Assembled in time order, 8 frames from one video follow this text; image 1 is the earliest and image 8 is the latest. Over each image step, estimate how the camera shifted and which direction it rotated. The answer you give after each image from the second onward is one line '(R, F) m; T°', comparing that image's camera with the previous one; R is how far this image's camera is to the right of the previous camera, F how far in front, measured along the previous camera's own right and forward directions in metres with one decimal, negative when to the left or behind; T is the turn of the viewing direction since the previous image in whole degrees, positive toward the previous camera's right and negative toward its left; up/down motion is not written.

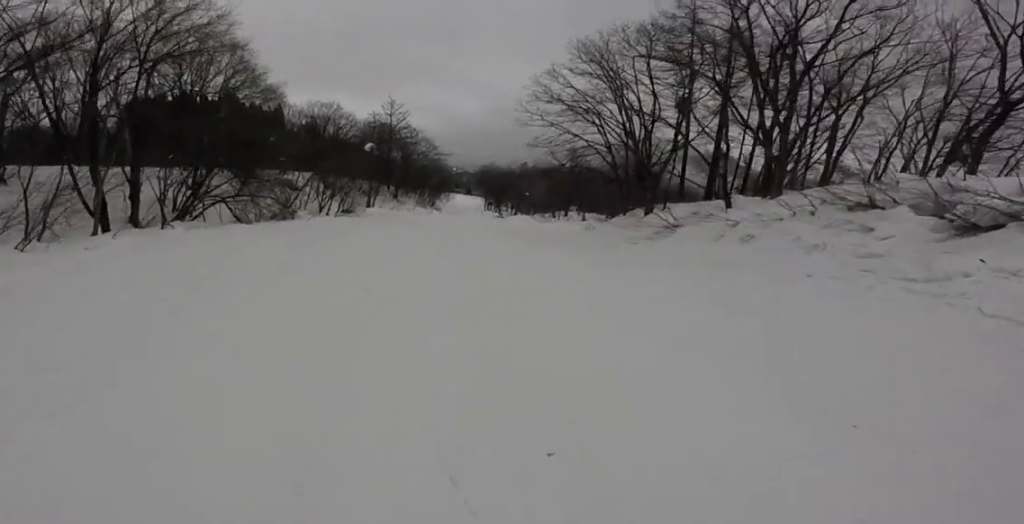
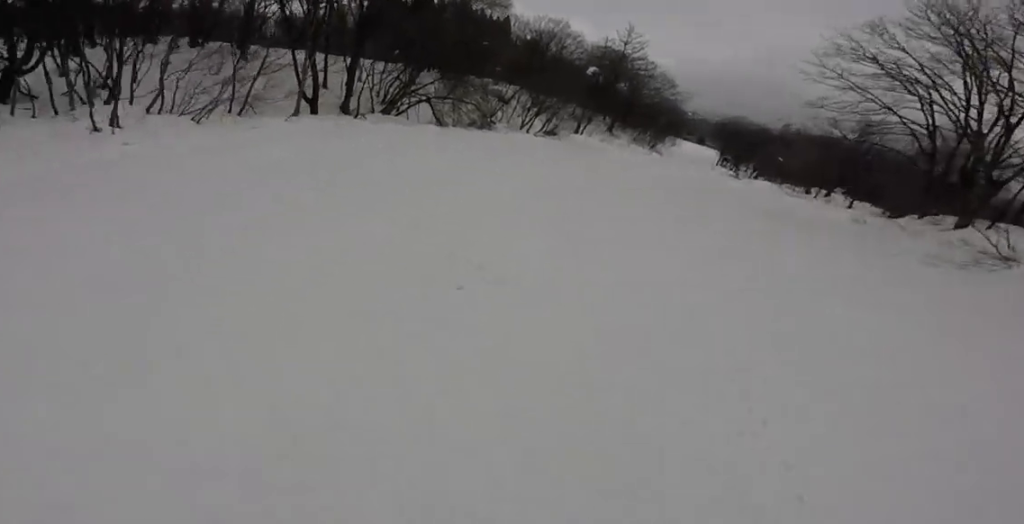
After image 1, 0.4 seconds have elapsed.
(+0.5, +3.6) m; -1°
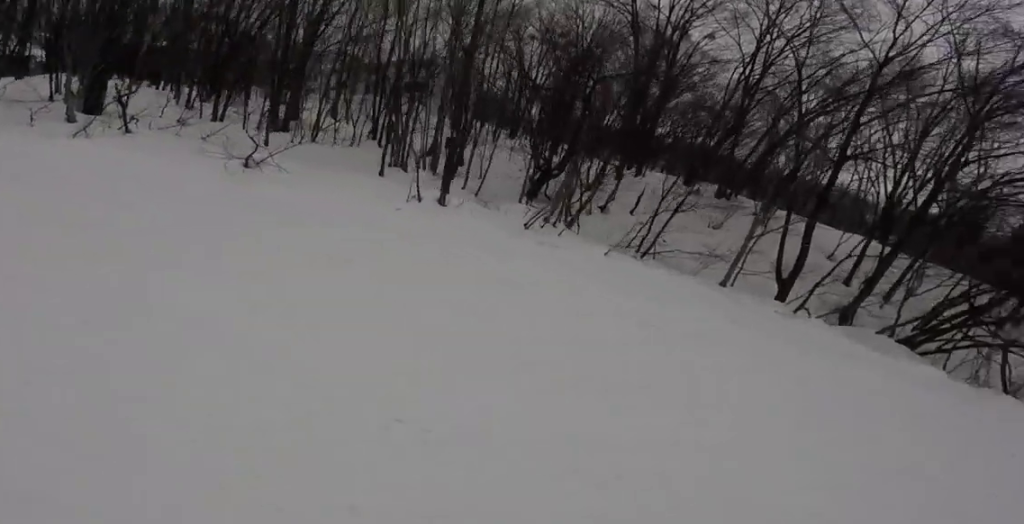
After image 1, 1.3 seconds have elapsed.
(-1.1, +8.7) m; -7°
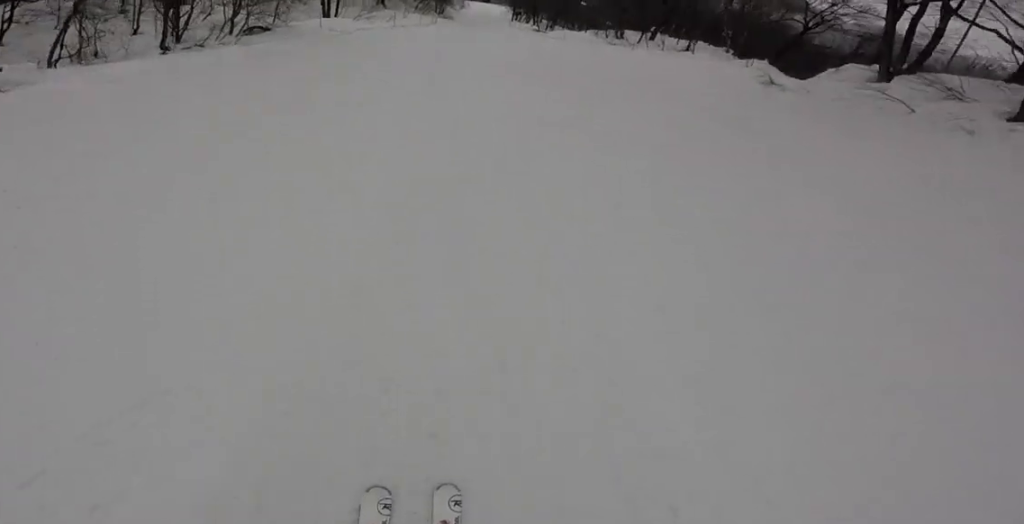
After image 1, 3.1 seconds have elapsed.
(-0.3, +17.0) m; -1°
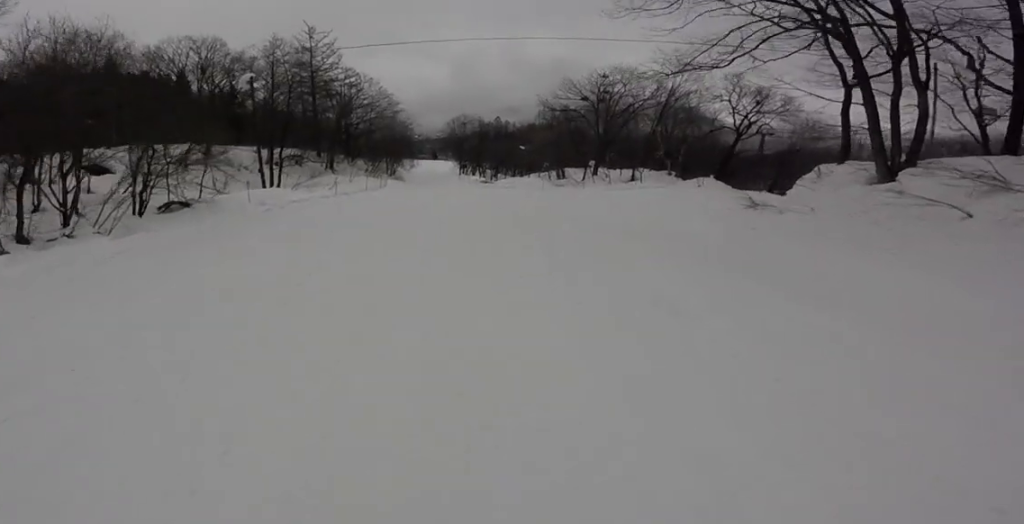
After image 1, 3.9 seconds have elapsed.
(0.0, +6.7) m; 0°
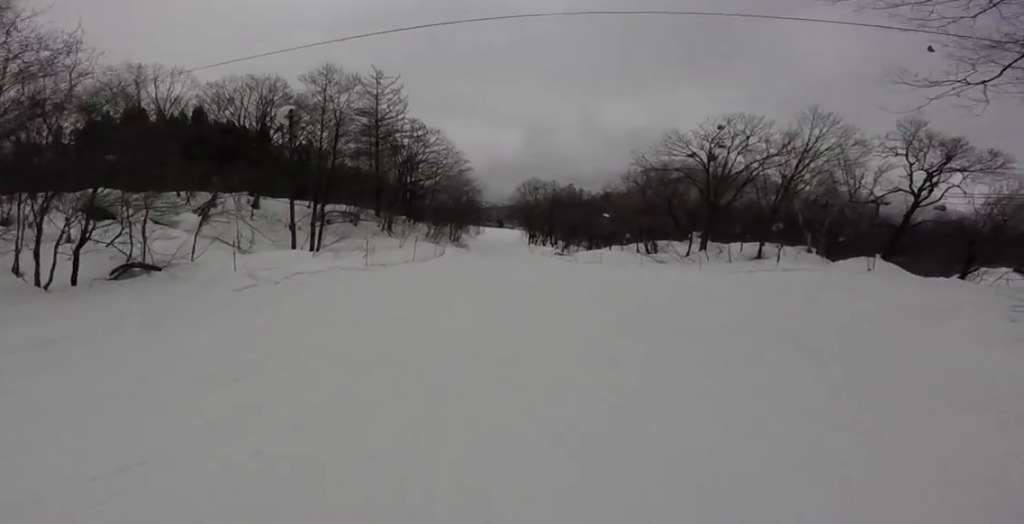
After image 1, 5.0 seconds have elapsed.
(0.0, +9.7) m; 0°
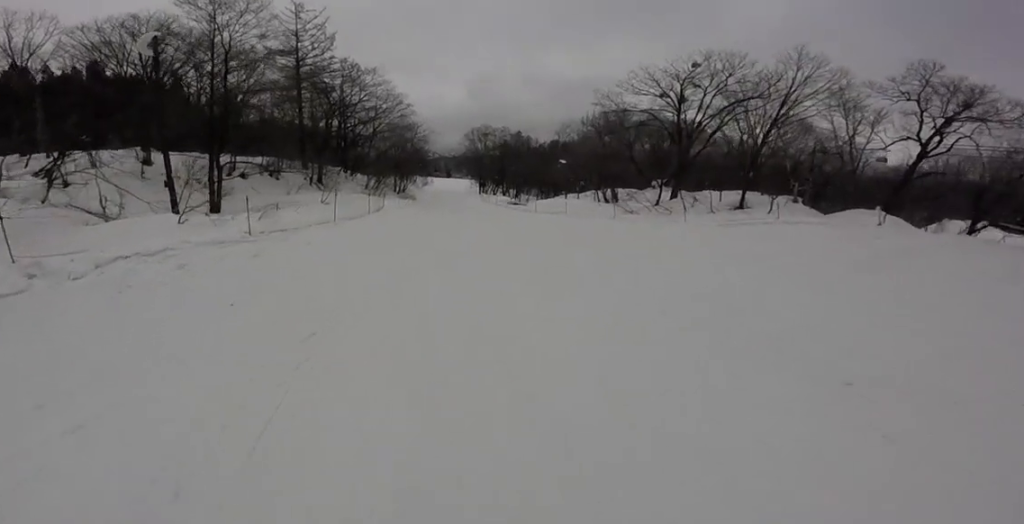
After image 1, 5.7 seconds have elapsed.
(0.0, +6.2) m; 0°
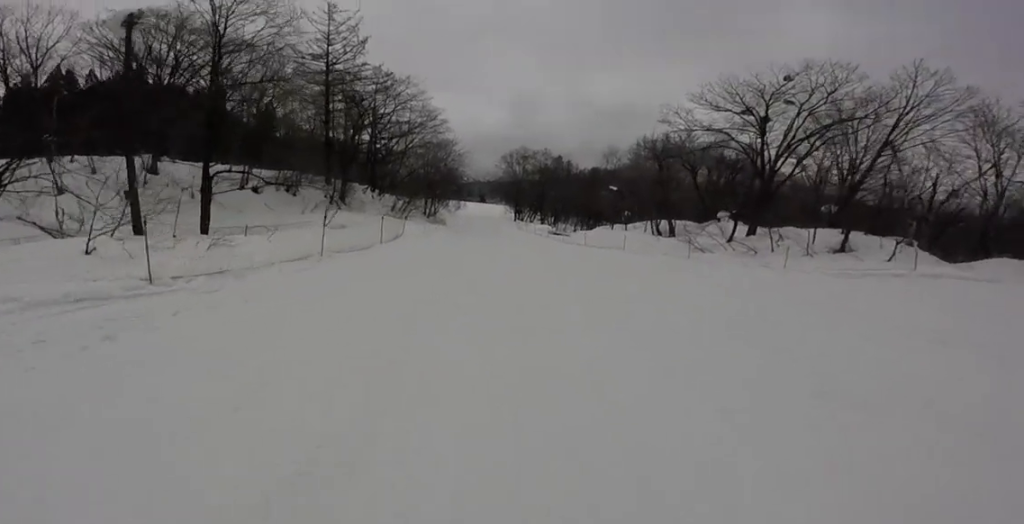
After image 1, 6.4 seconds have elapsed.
(0.0, +5.6) m; 0°
